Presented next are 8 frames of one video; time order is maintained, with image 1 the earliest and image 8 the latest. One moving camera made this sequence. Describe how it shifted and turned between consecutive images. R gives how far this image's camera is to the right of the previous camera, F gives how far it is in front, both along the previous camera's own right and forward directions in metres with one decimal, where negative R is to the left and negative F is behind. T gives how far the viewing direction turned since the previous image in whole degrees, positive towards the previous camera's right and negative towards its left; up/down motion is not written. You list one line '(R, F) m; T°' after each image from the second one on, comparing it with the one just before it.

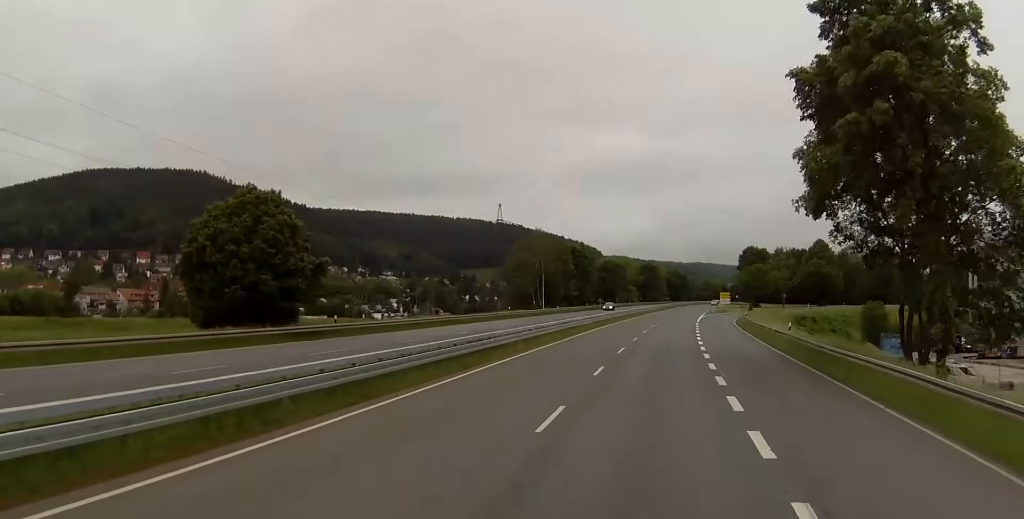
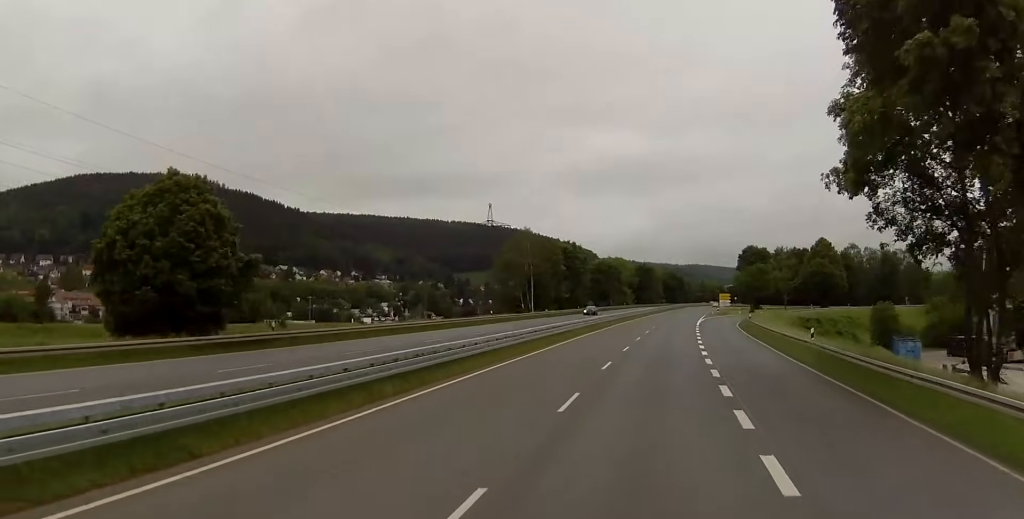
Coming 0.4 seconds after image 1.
(+0.3, +8.4) m; +1°
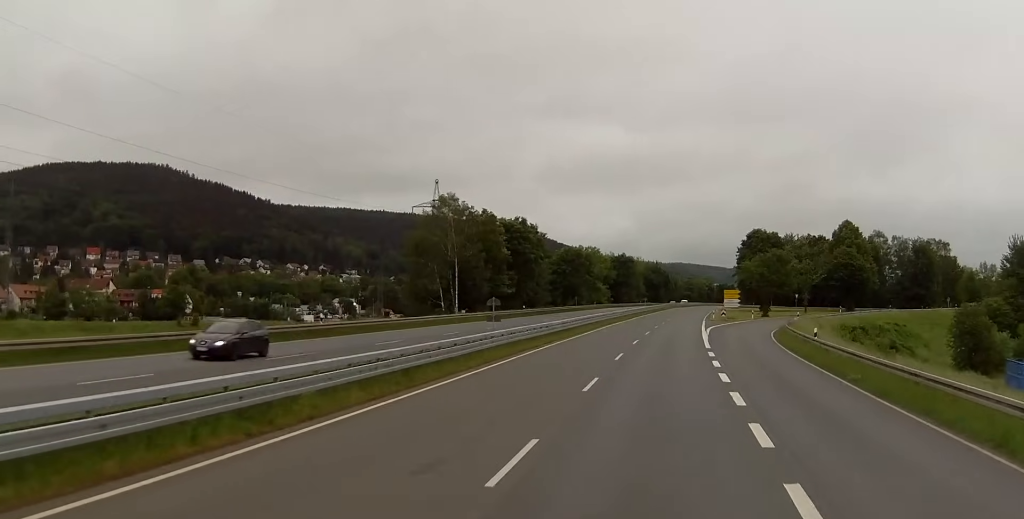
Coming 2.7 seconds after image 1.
(+0.7, +43.3) m; +1°
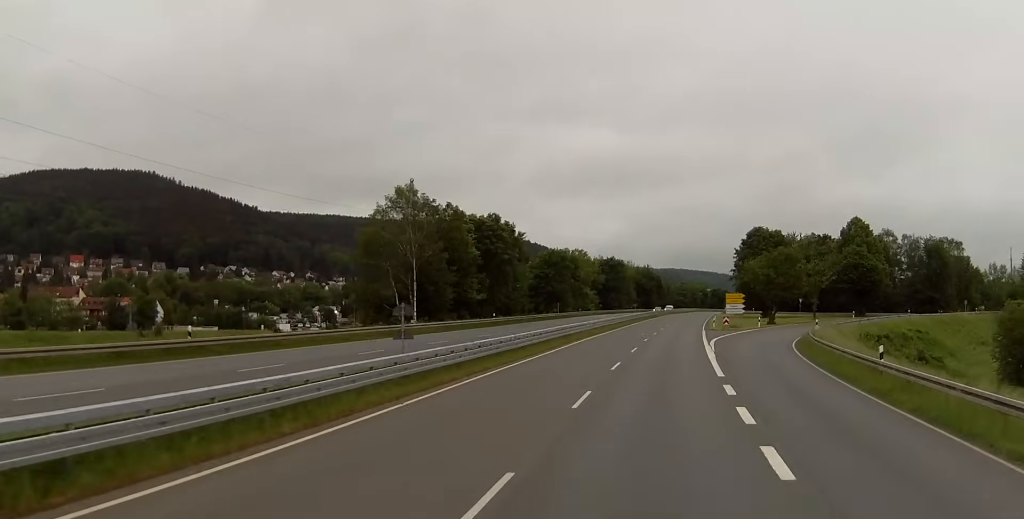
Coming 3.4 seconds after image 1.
(0.0, +14.2) m; +1°
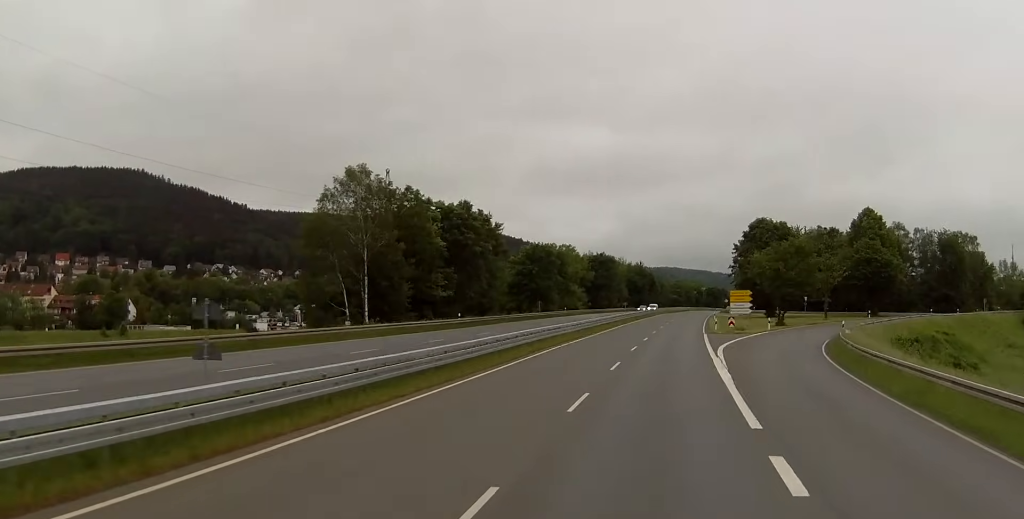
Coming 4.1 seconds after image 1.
(0.0, +12.9) m; +1°
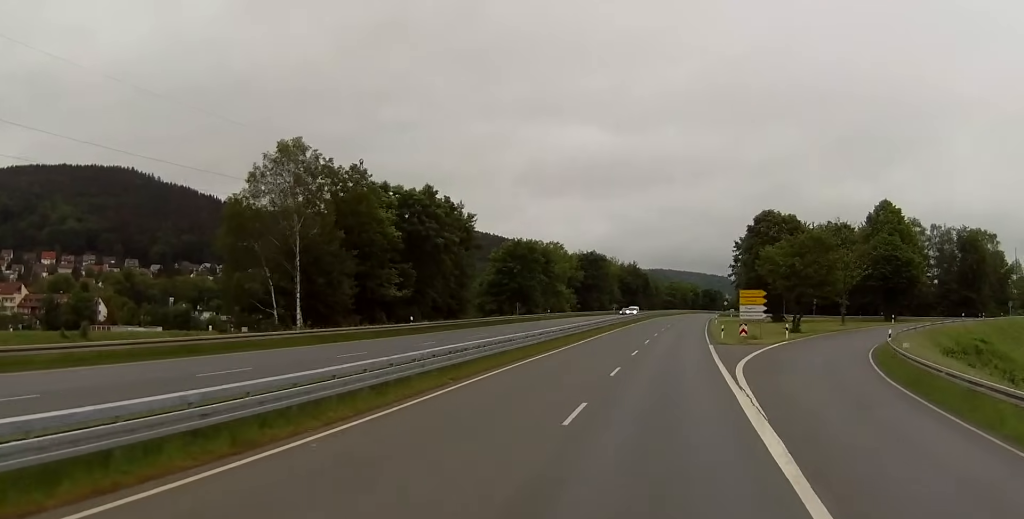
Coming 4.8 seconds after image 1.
(+0.4, +13.6) m; 0°
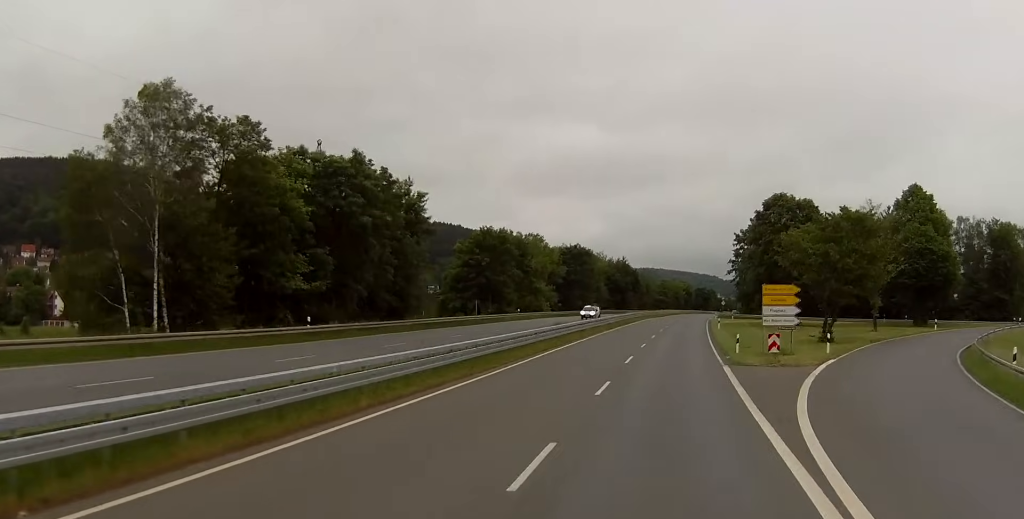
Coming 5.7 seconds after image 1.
(-0.3, +18.2) m; 0°
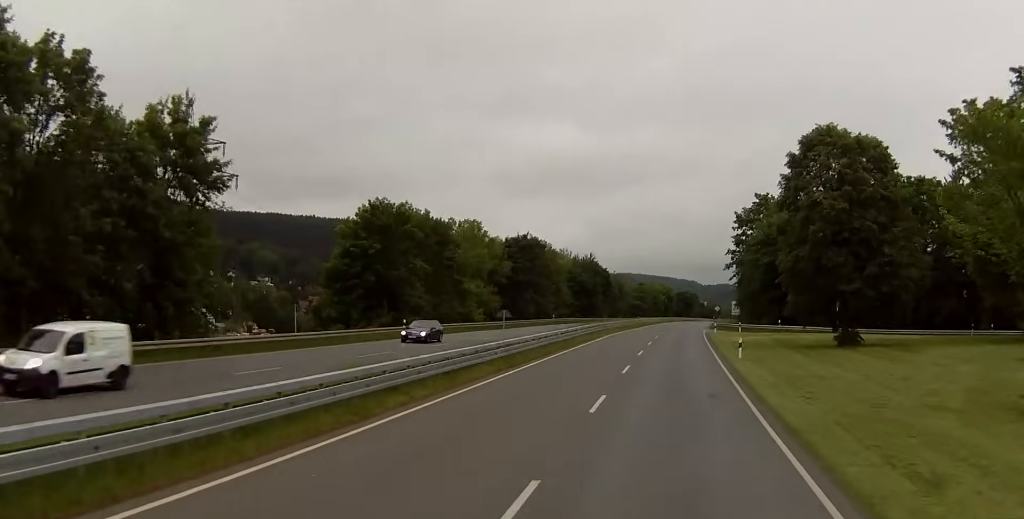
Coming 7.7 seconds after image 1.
(+1.1, +38.5) m; +2°
